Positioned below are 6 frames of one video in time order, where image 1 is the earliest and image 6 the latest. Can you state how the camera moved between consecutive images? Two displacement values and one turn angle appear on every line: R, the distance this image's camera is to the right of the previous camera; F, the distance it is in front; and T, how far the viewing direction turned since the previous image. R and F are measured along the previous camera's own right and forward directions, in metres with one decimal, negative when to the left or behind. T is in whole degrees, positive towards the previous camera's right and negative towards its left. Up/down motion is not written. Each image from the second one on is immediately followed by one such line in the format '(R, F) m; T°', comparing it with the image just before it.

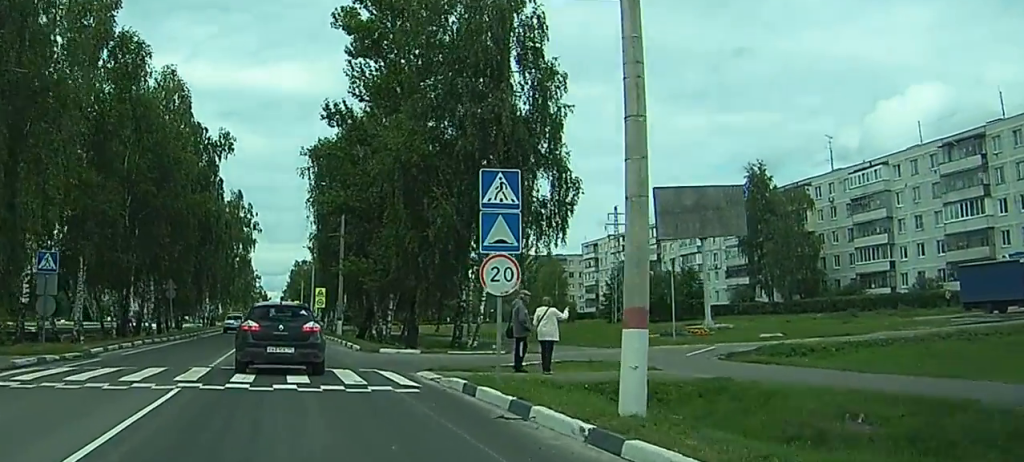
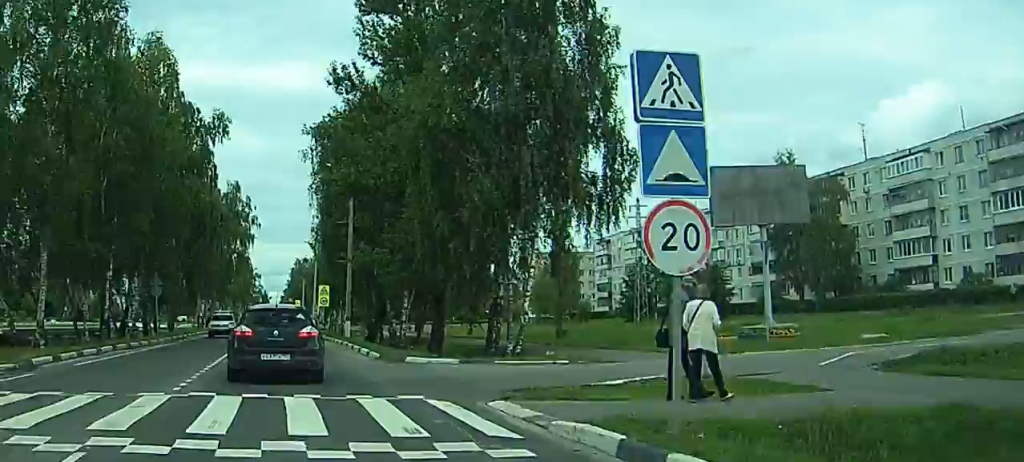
(0.0, +7.0) m; 0°
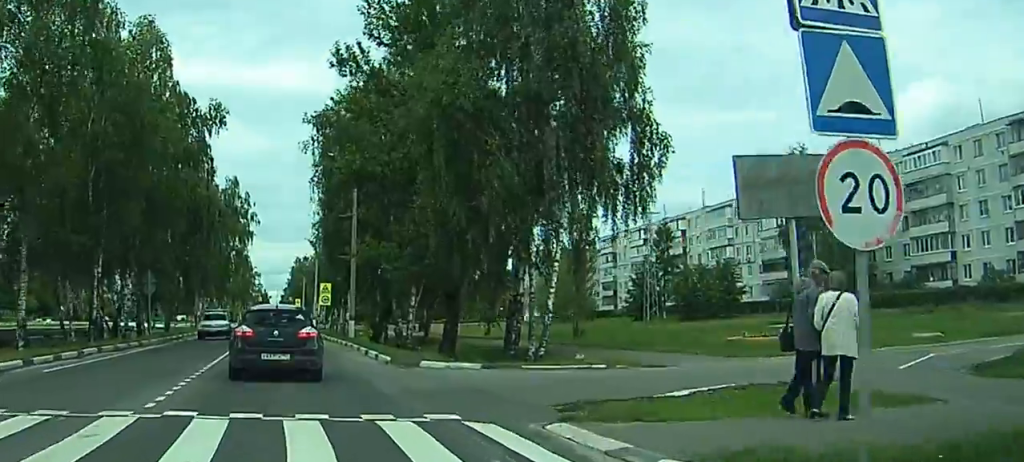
(0.0, +3.1) m; 0°
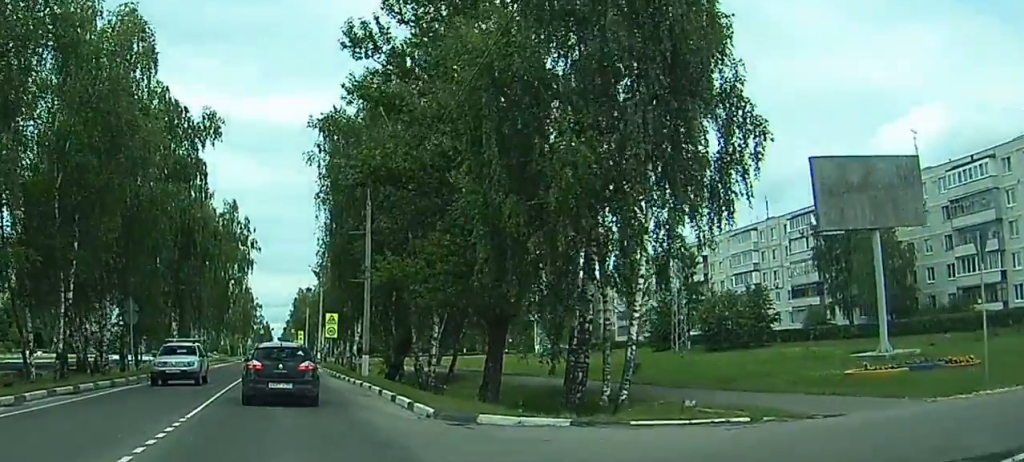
(0.0, +7.8) m; 0°
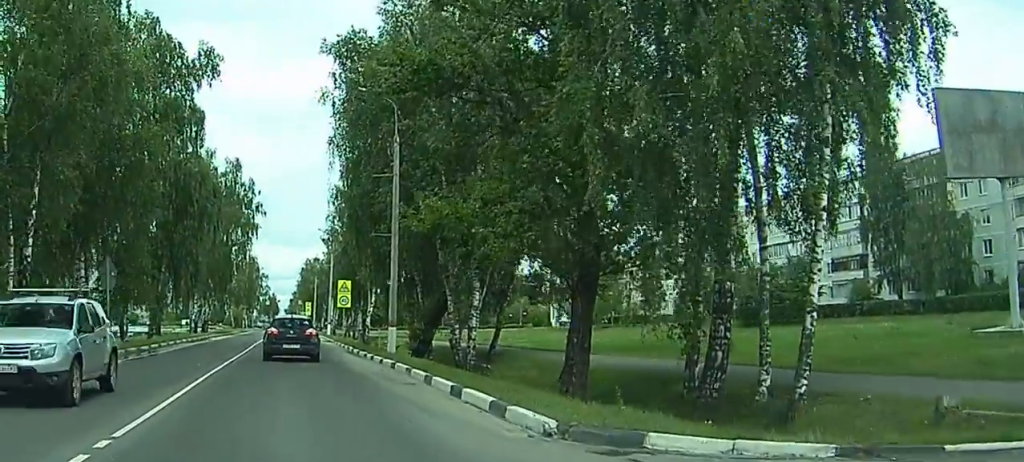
(0.0, +9.0) m; 0°
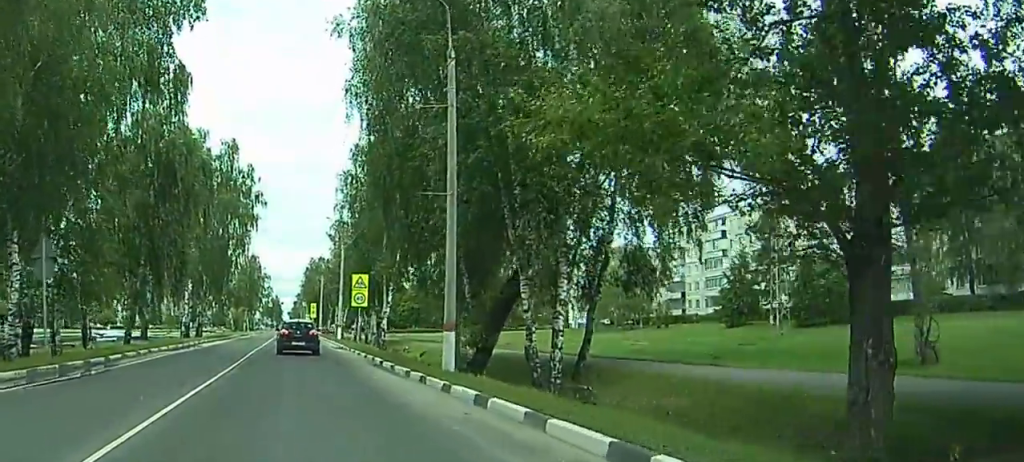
(0.0, +11.1) m; 0°
